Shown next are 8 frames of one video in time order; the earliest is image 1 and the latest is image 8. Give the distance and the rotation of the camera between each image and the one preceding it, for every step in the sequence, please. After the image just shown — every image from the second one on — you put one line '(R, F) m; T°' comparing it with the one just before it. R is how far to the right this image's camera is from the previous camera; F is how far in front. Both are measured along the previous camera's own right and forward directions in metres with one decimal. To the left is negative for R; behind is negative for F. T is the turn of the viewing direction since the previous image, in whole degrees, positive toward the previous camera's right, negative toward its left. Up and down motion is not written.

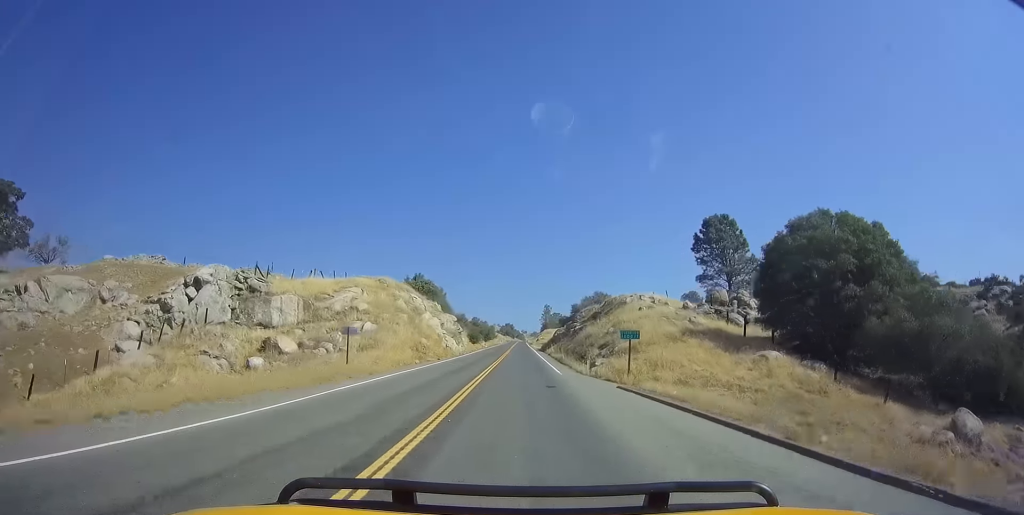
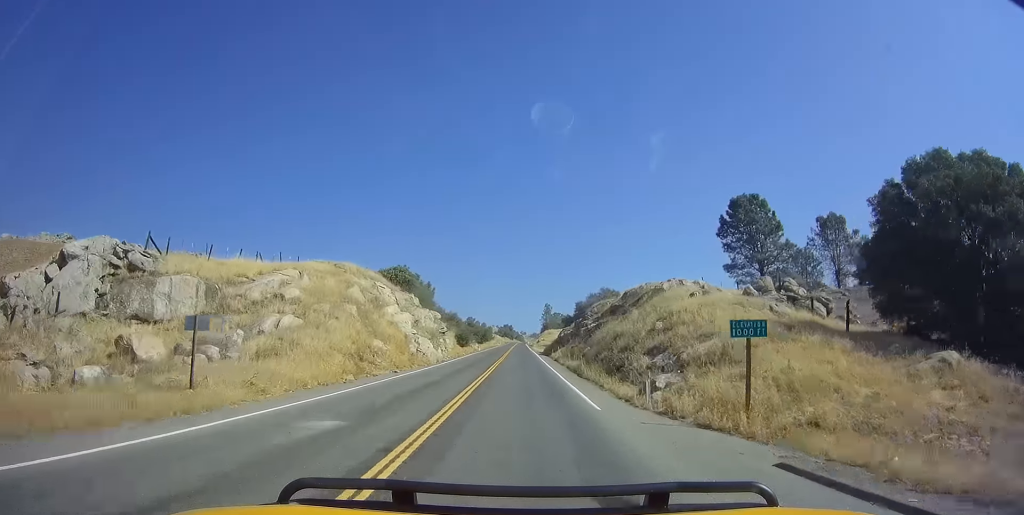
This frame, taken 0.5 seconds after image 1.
(-0.3, +13.4) m; -1°
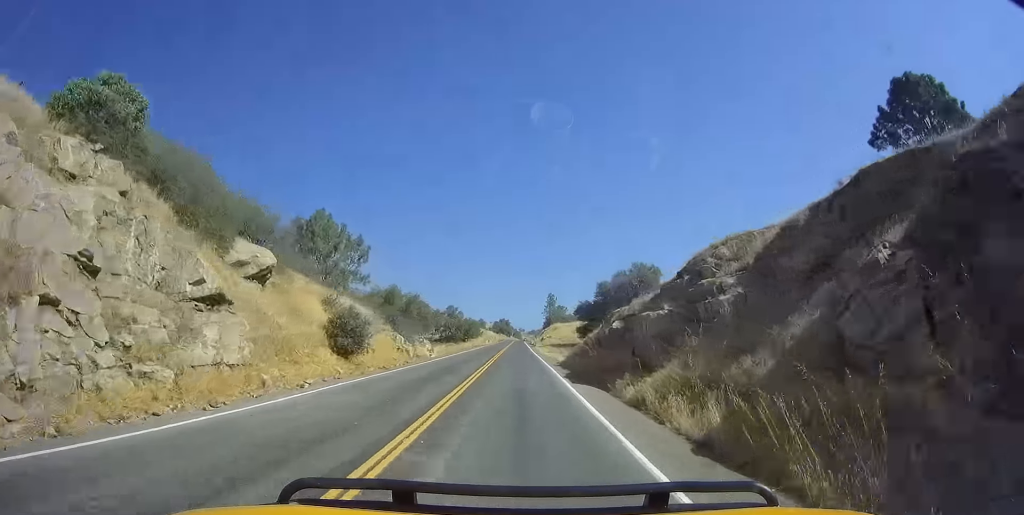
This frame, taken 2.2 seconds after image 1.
(+0.6, +40.5) m; +2°
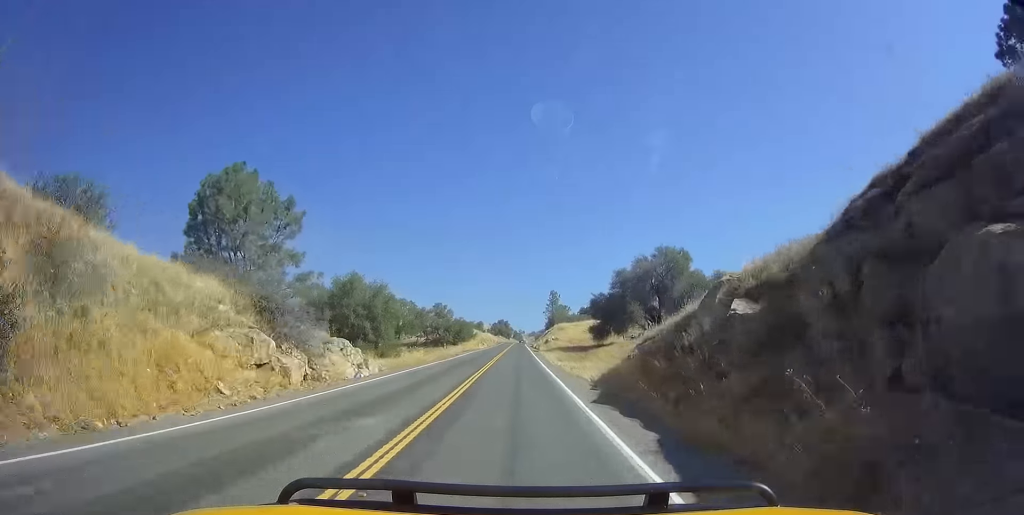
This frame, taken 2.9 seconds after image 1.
(+0.2, +17.3) m; 0°
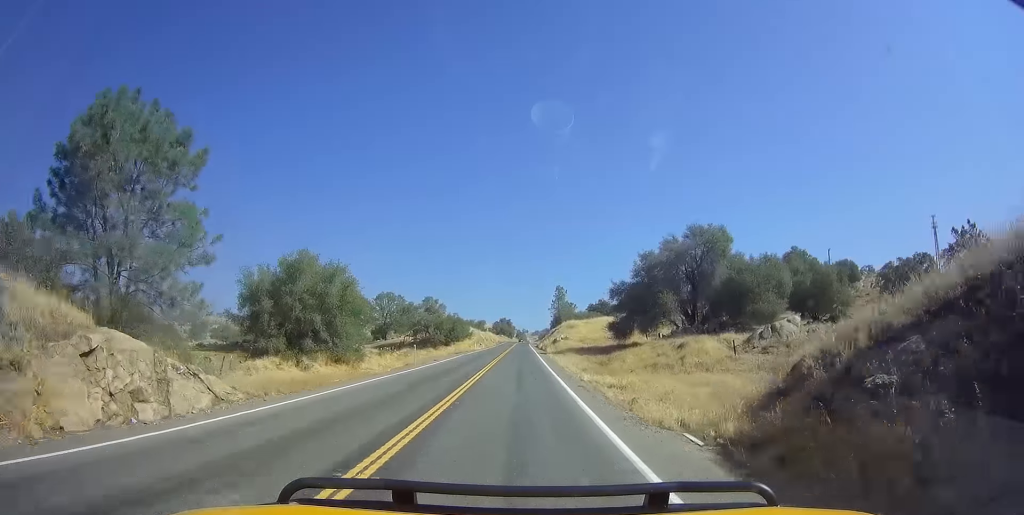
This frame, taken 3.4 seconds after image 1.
(-0.4, +14.1) m; -1°
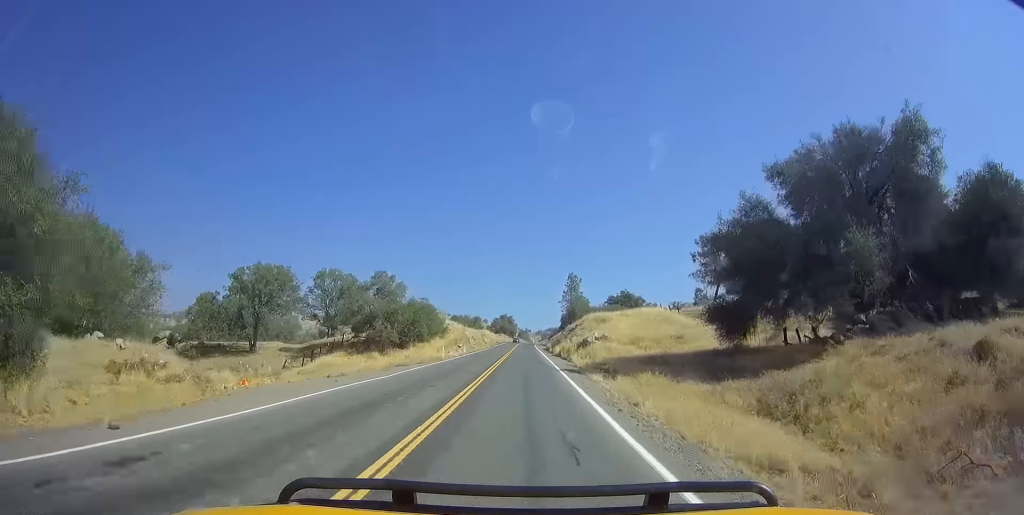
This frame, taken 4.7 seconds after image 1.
(-0.2, +32.4) m; 0°
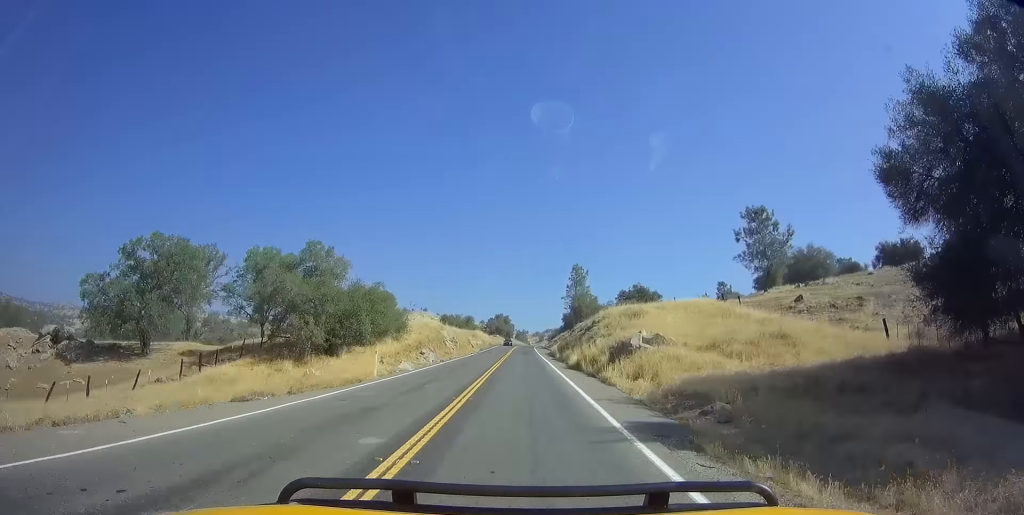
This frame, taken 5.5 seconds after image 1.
(0.0, +18.2) m; +1°
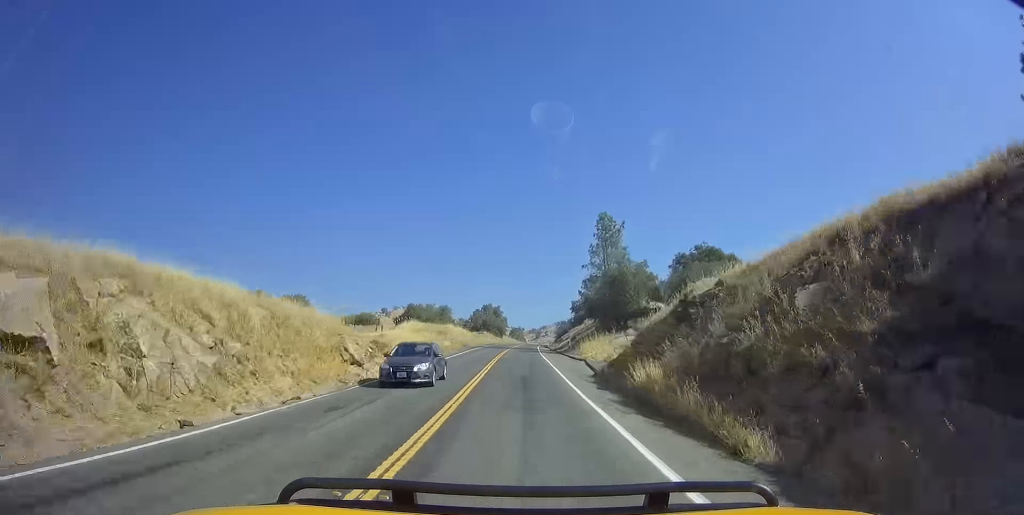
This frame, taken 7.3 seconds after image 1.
(+0.4, +45.9) m; -1°
